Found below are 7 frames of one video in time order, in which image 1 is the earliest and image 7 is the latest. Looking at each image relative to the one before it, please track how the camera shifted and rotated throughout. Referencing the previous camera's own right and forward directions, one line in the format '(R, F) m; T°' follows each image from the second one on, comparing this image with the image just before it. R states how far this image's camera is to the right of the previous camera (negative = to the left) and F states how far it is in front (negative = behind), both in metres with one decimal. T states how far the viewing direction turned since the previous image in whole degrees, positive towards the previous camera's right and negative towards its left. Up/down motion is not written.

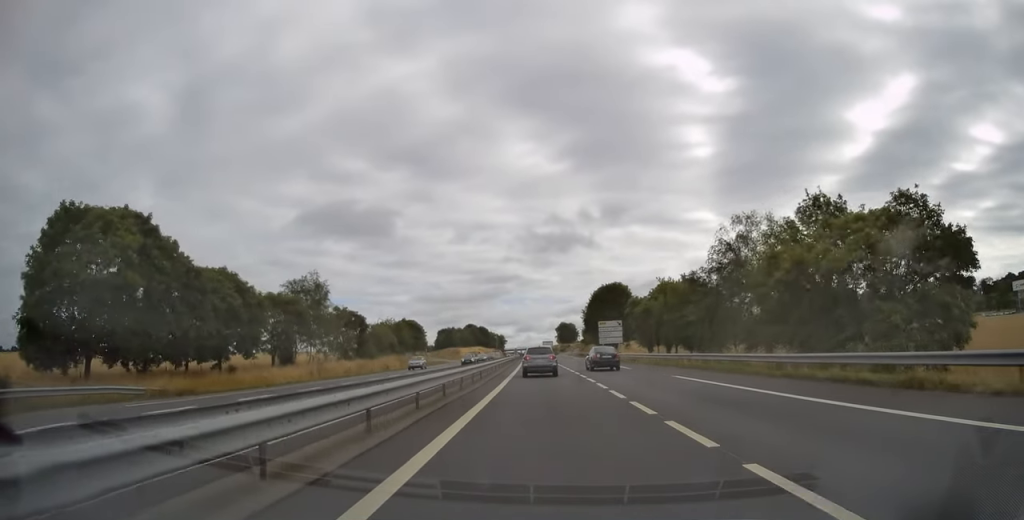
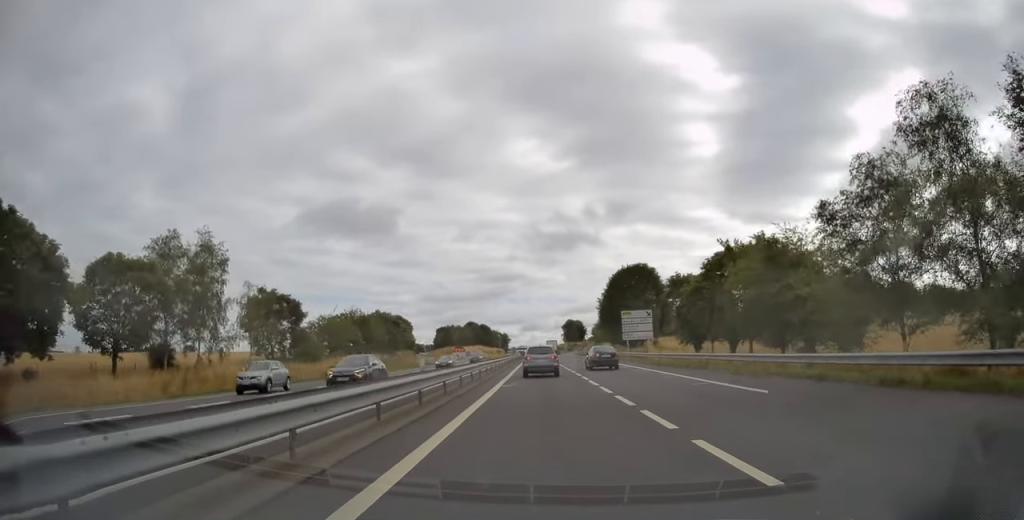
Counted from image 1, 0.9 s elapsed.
(-0.1, +23.1) m; 0°
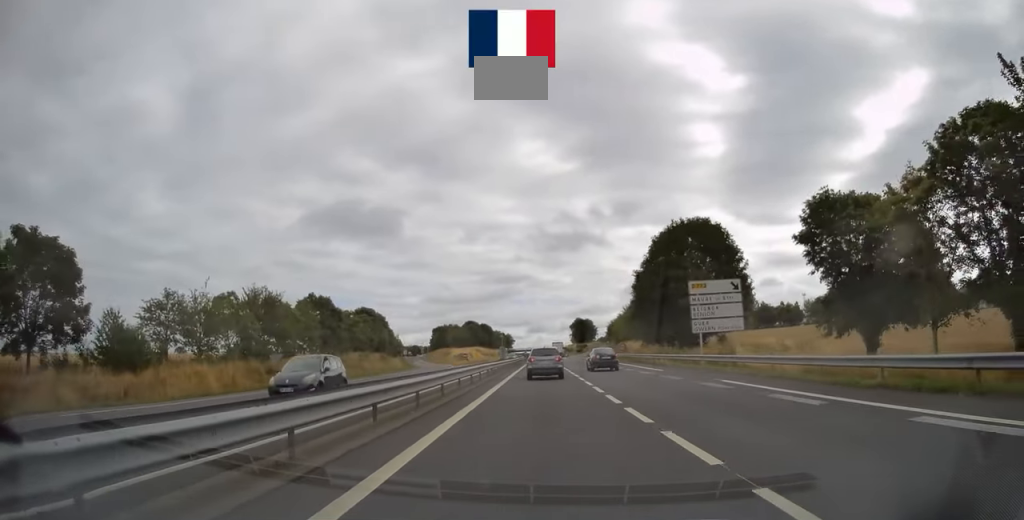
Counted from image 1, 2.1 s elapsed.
(-0.2, +32.0) m; 0°
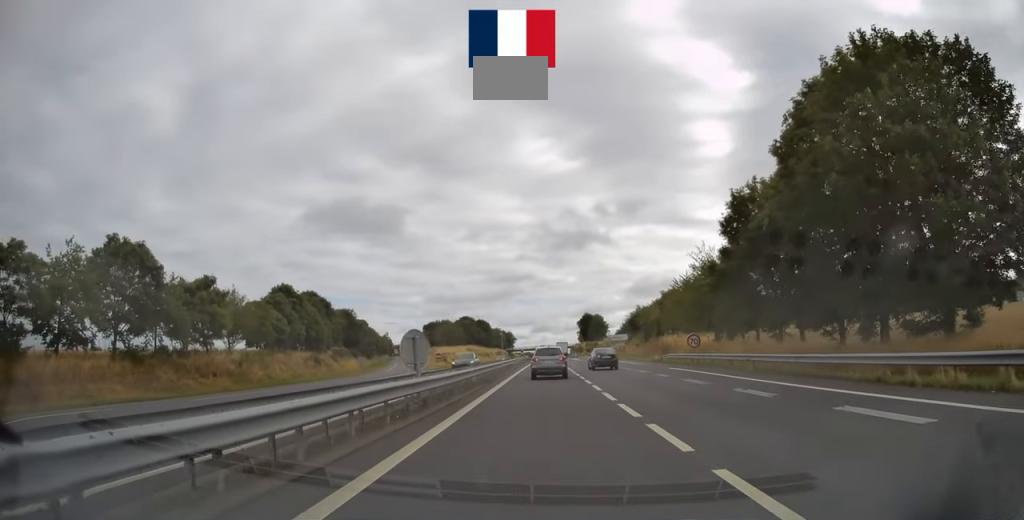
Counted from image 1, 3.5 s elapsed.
(+0.1, +36.0) m; -1°
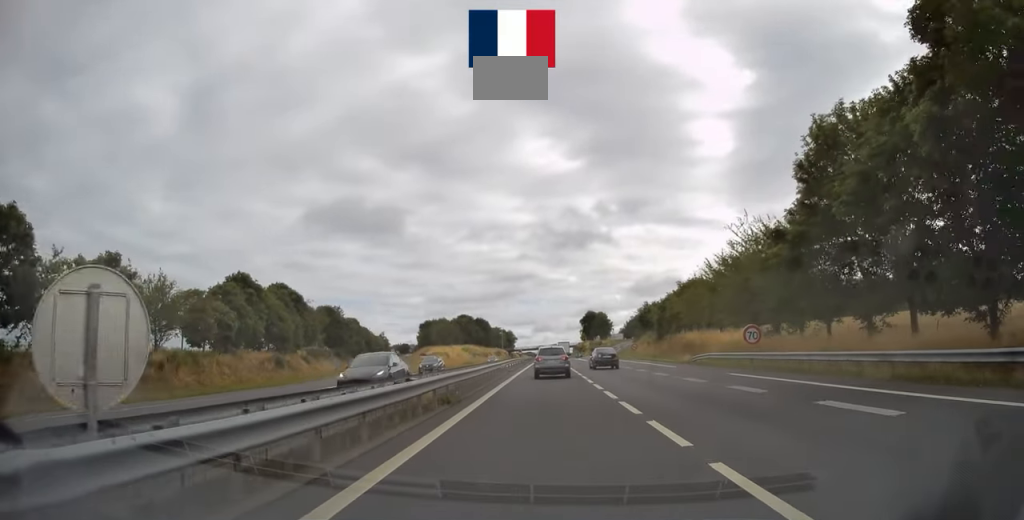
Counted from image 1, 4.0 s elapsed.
(-0.1, +12.0) m; 0°
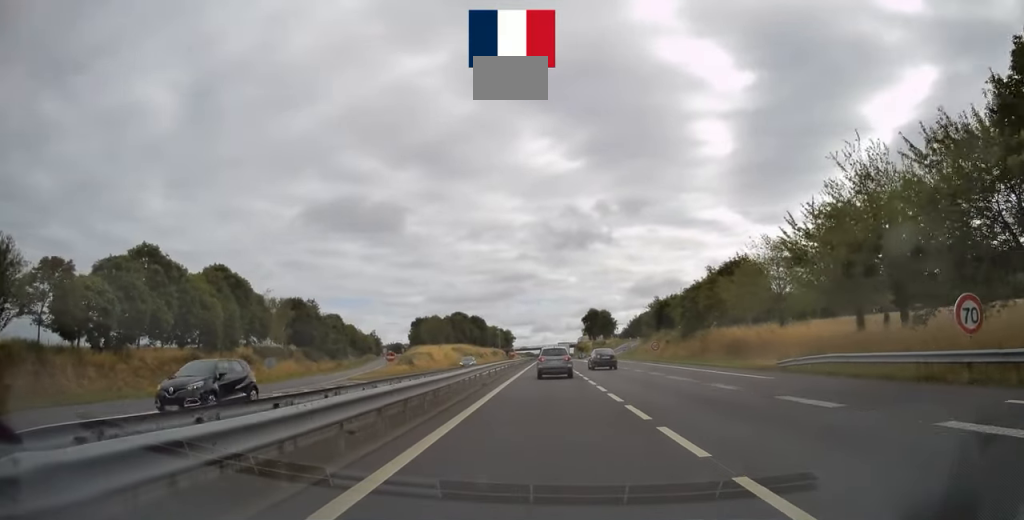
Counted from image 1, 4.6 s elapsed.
(-0.1, +17.1) m; 0°
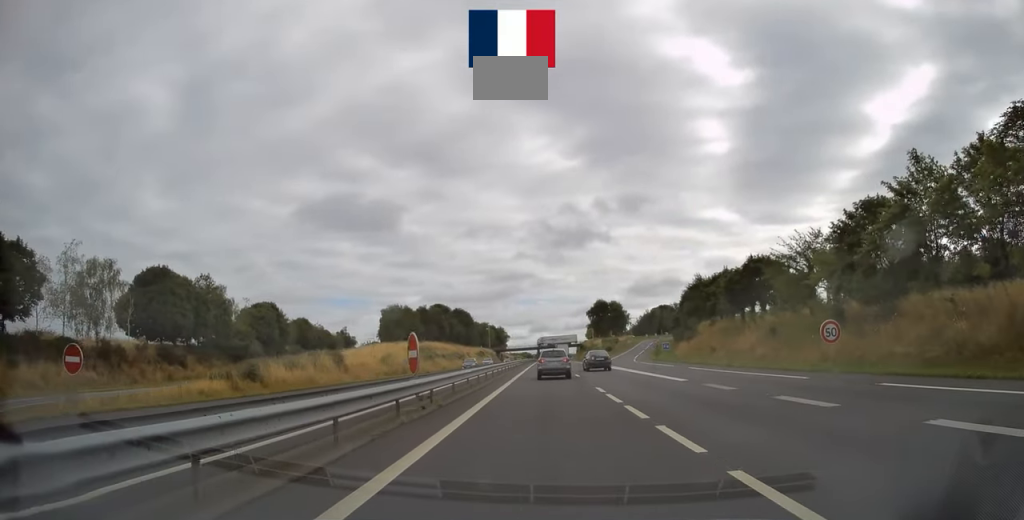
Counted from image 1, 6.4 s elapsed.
(+0.1, +44.7) m; 0°
